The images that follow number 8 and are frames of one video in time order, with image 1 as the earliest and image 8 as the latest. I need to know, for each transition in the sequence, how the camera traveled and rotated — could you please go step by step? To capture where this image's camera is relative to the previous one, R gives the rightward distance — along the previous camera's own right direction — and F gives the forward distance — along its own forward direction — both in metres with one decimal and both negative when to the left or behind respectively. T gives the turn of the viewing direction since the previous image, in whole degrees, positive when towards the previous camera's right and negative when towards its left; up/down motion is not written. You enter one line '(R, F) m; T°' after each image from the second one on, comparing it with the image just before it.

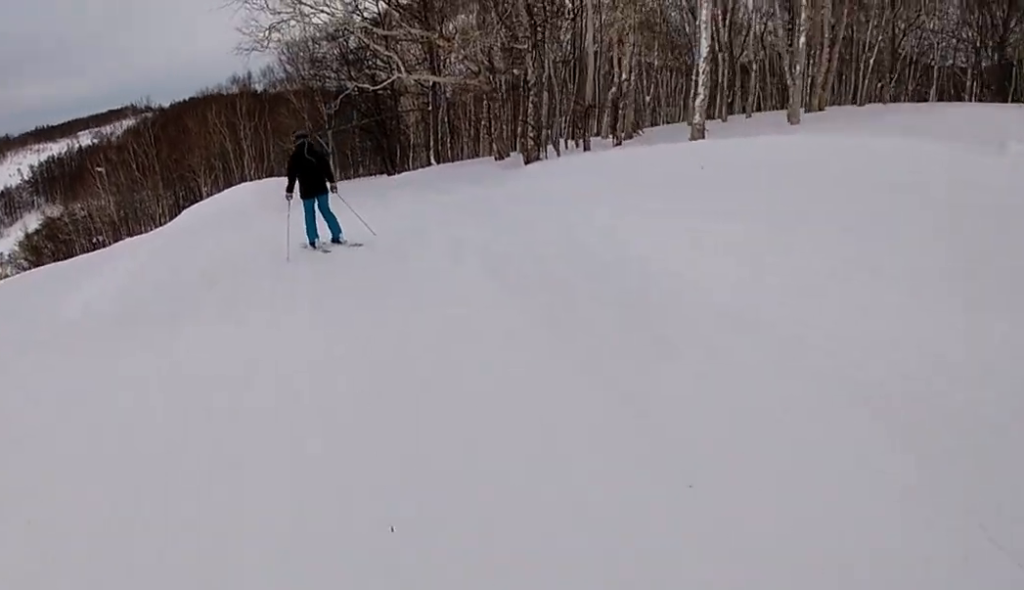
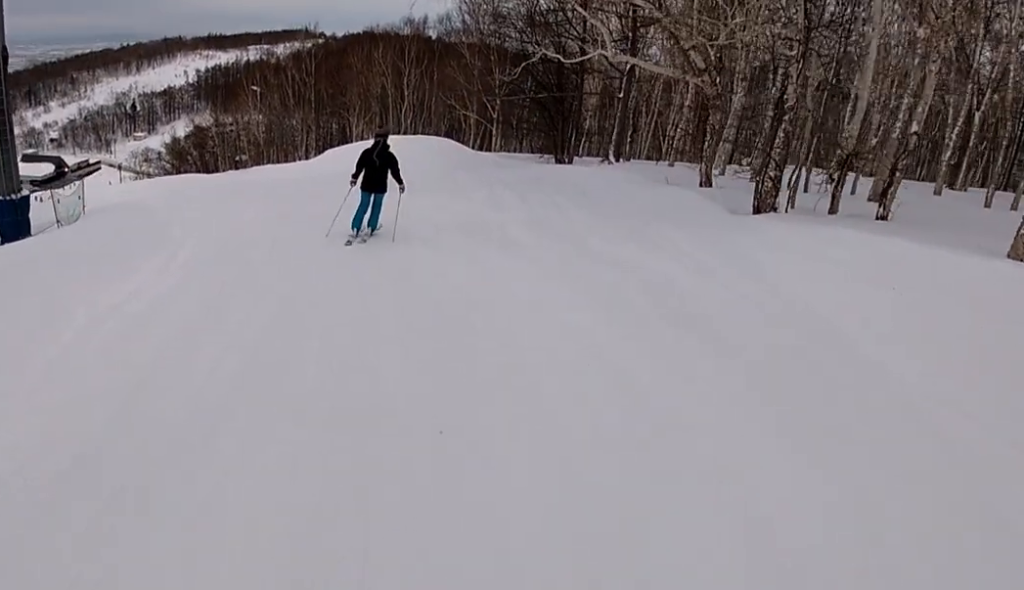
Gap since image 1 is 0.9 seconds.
(-1.2, +4.8) m; -3°
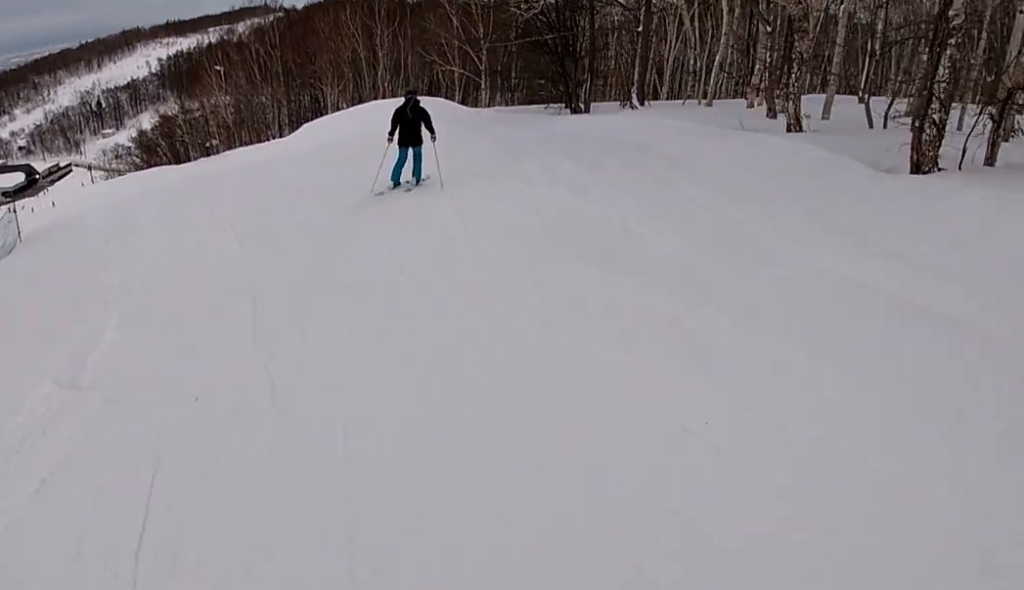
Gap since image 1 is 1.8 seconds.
(+1.1, +4.5) m; -1°
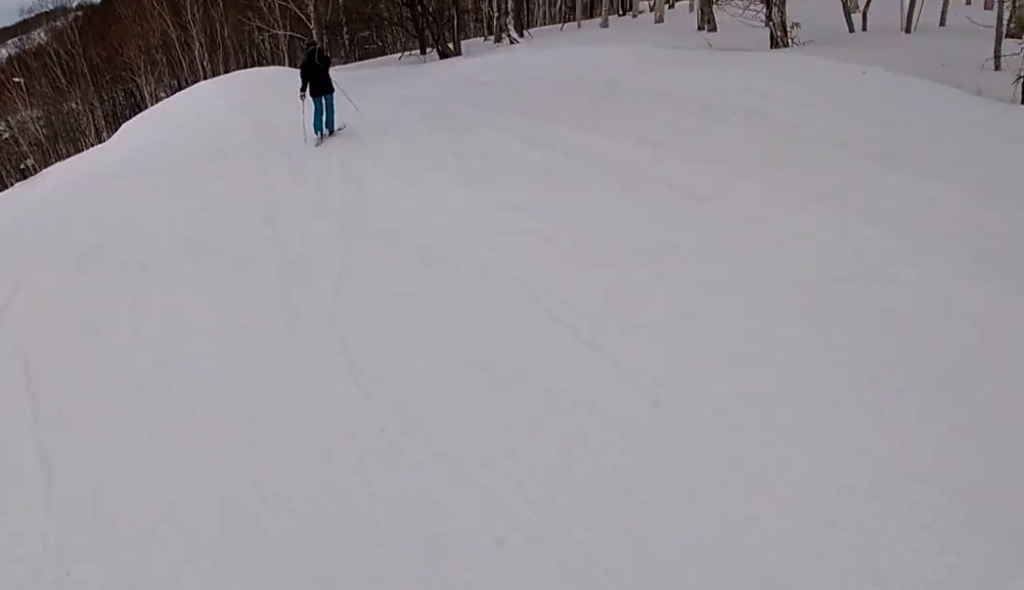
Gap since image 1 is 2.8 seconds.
(-1.1, +4.4) m; -1°
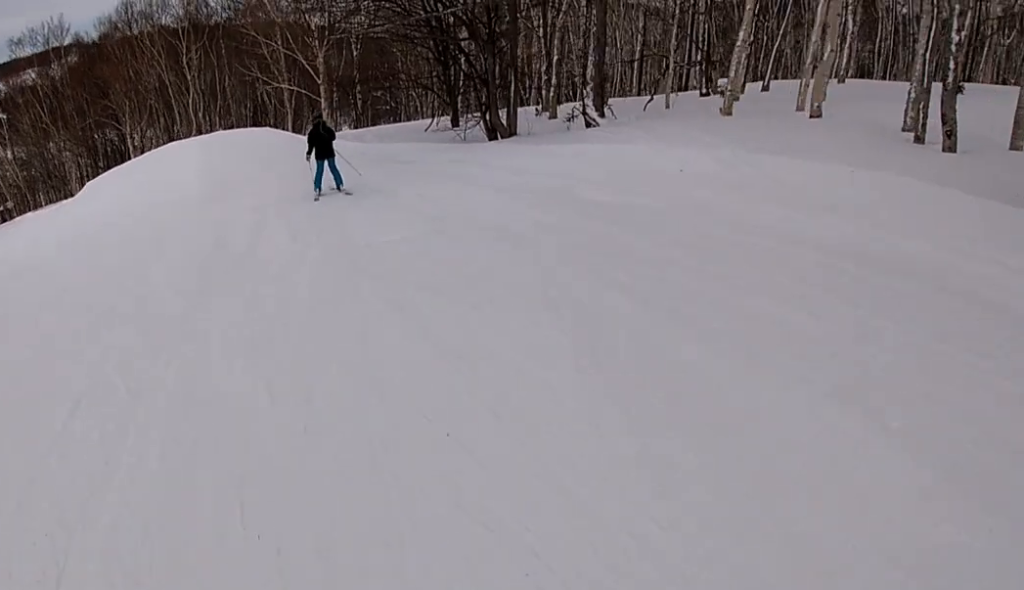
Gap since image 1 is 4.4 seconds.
(+1.9, +7.1) m; +19°
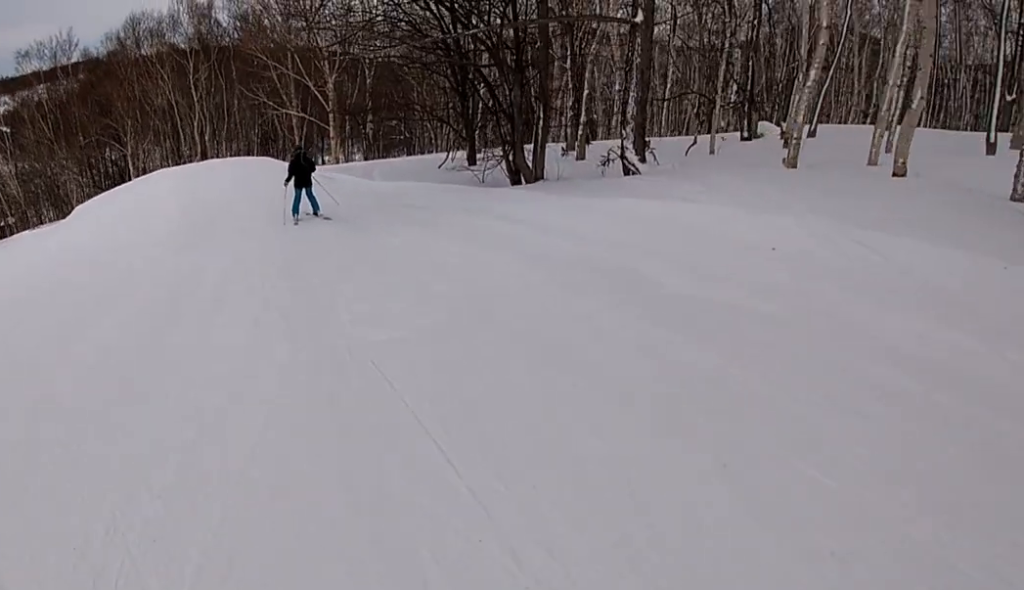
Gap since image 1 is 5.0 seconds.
(0.0, +2.7) m; +1°
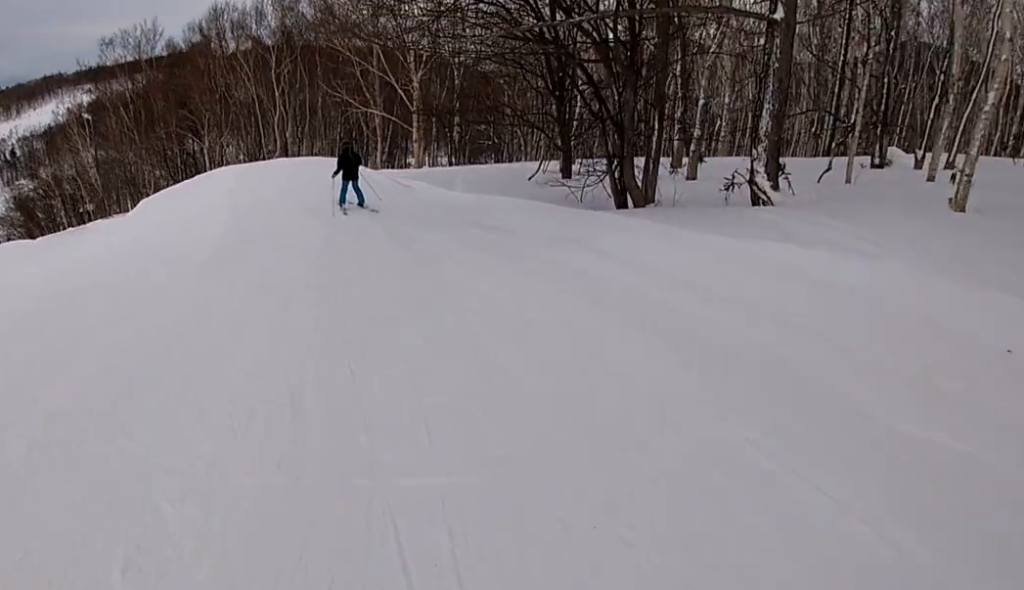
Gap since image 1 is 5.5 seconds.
(0.0, +2.5) m; 0°
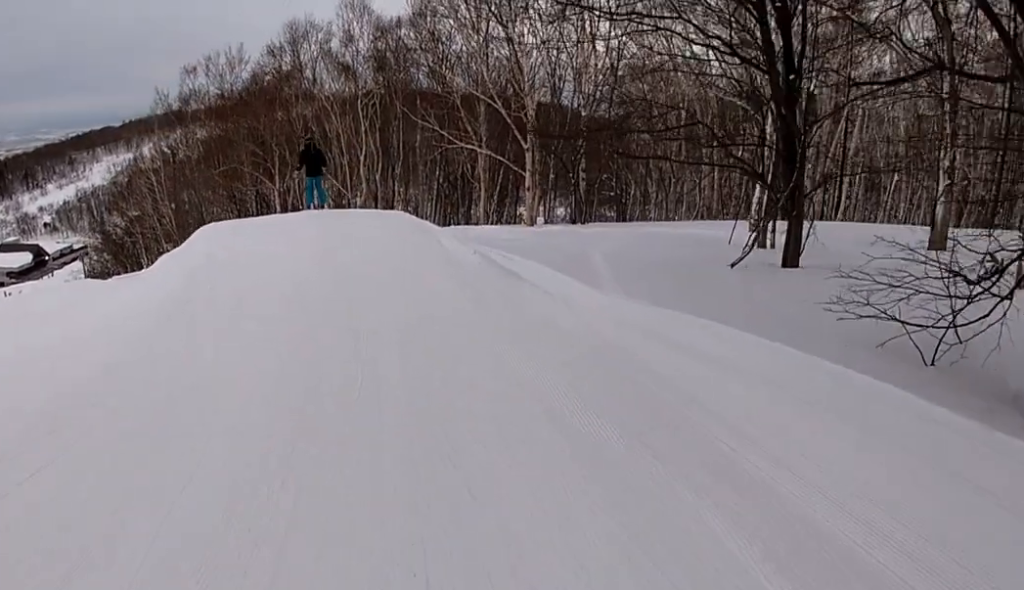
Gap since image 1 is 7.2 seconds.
(-1.0, +7.9) m; -24°
